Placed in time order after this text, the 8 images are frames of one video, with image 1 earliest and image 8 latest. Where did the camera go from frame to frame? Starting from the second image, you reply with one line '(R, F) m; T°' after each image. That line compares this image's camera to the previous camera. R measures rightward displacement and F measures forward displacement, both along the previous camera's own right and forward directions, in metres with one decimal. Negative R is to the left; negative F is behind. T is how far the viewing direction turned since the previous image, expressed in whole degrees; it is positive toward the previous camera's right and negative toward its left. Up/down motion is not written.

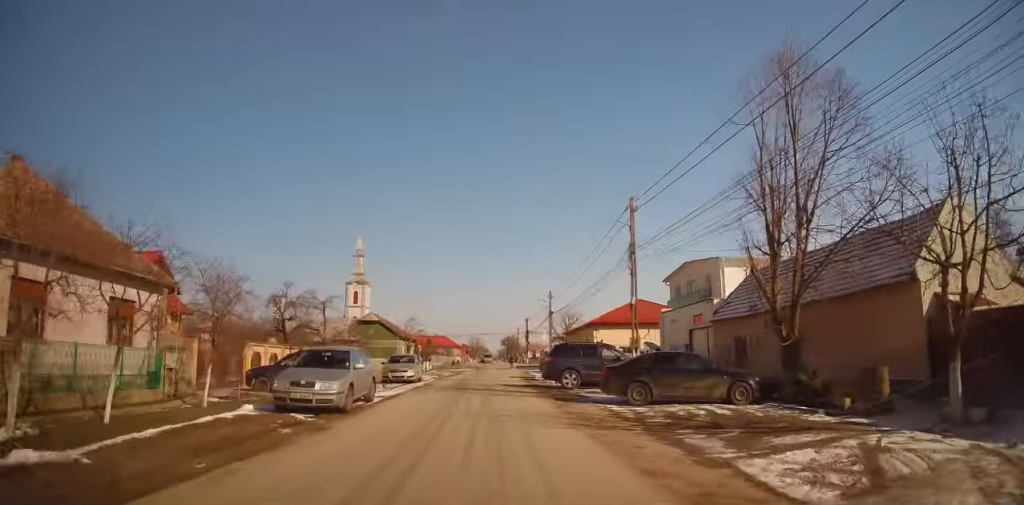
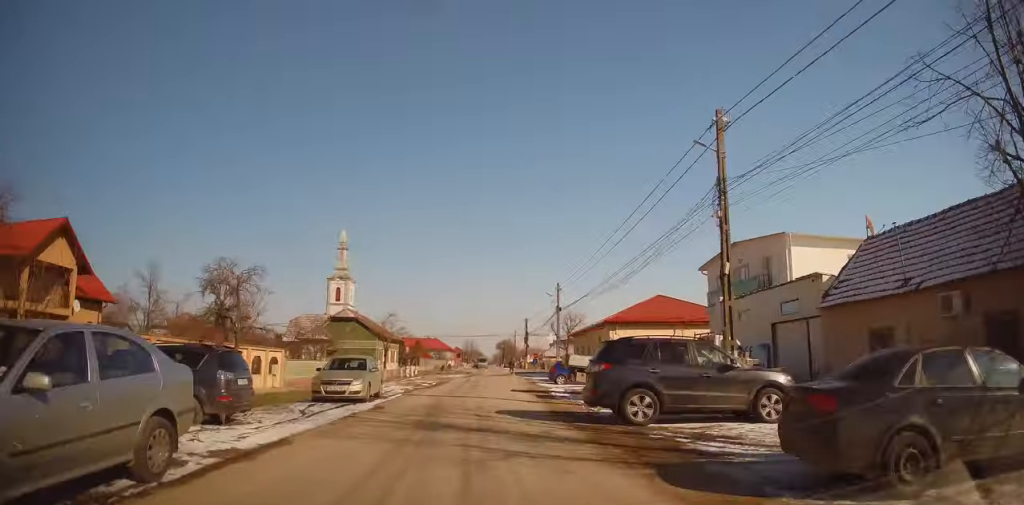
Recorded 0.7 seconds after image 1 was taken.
(0.0, +9.7) m; 0°
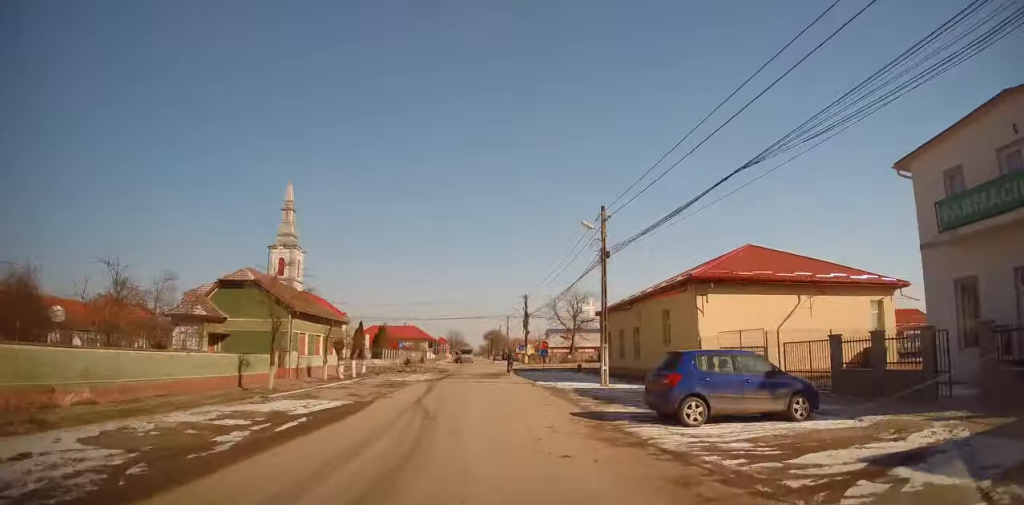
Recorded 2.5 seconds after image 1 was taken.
(+0.3, +22.6) m; +3°
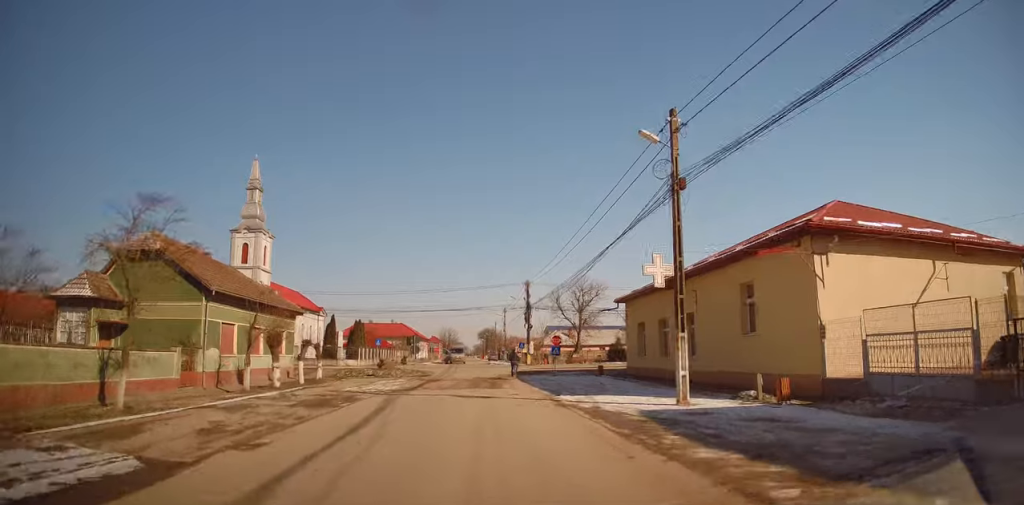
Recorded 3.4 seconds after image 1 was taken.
(+0.1, +10.5) m; -1°
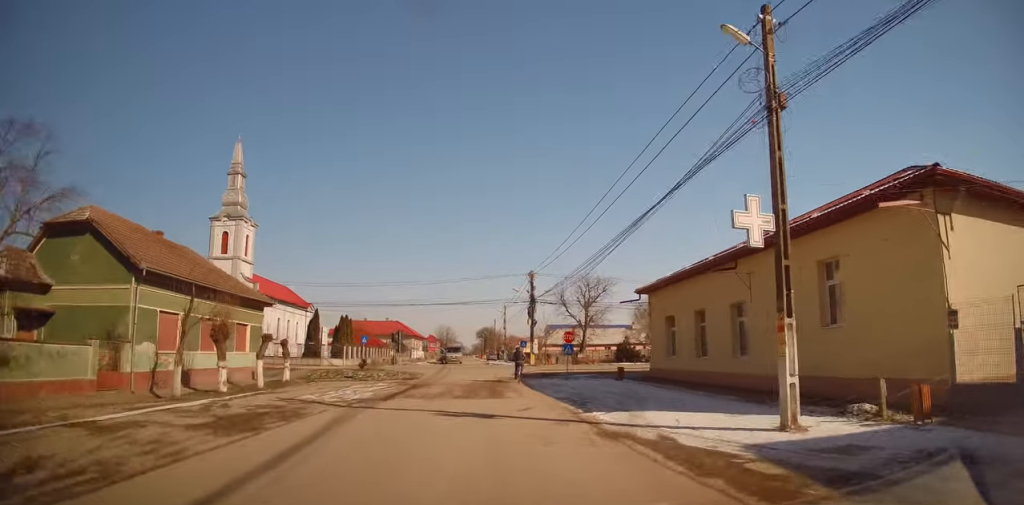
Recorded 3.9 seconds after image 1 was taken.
(-0.1, +5.3) m; -1°
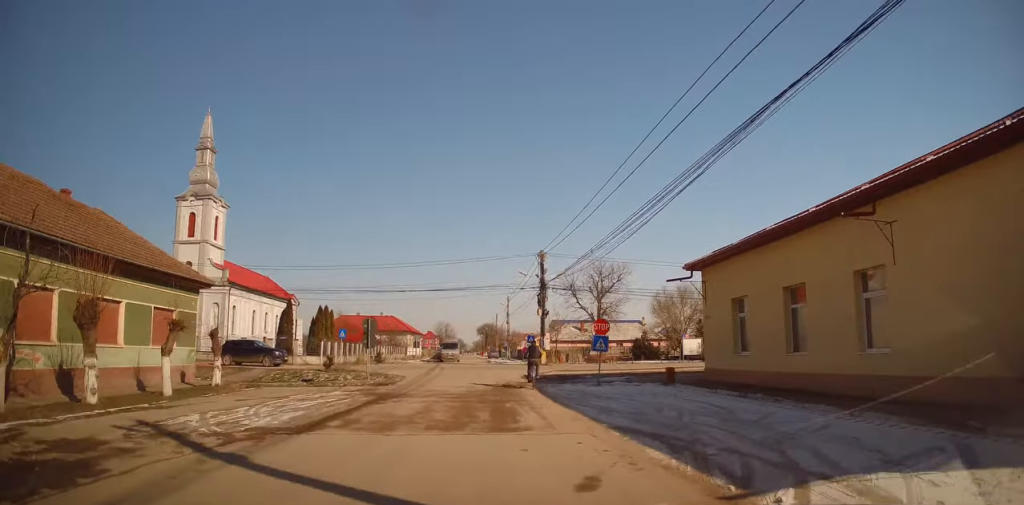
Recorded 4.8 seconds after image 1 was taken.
(-0.1, +8.3) m; -1°
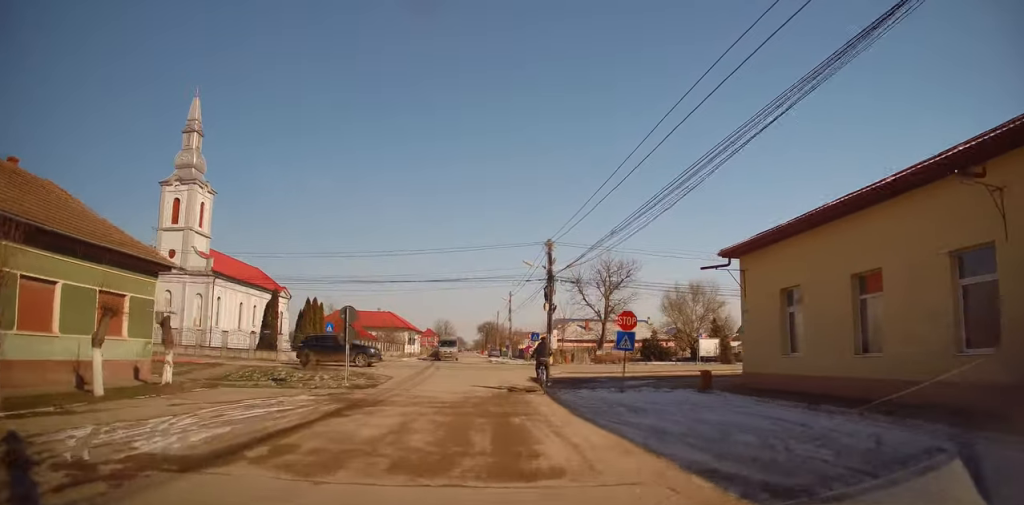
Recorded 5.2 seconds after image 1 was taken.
(0.0, +4.2) m; 0°
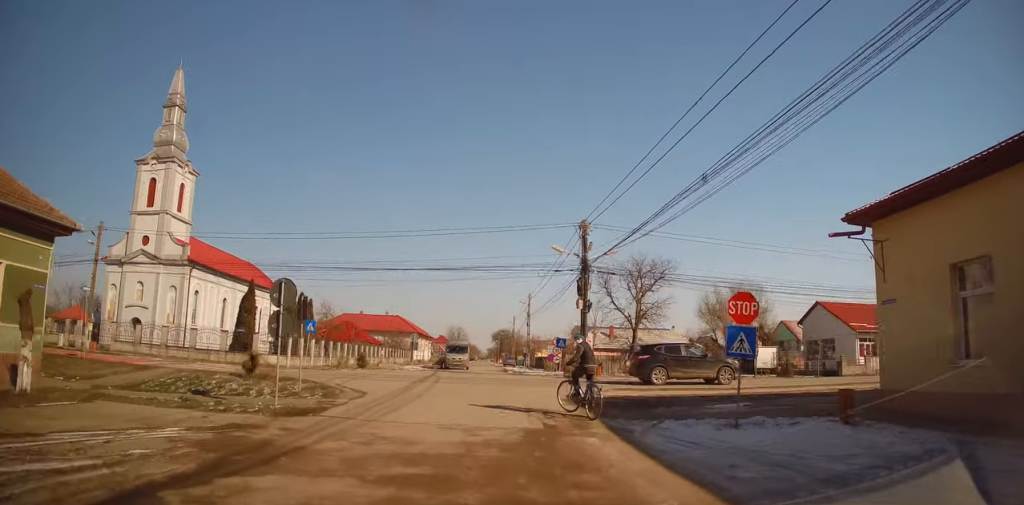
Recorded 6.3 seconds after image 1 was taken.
(-0.1, +8.0) m; 0°
